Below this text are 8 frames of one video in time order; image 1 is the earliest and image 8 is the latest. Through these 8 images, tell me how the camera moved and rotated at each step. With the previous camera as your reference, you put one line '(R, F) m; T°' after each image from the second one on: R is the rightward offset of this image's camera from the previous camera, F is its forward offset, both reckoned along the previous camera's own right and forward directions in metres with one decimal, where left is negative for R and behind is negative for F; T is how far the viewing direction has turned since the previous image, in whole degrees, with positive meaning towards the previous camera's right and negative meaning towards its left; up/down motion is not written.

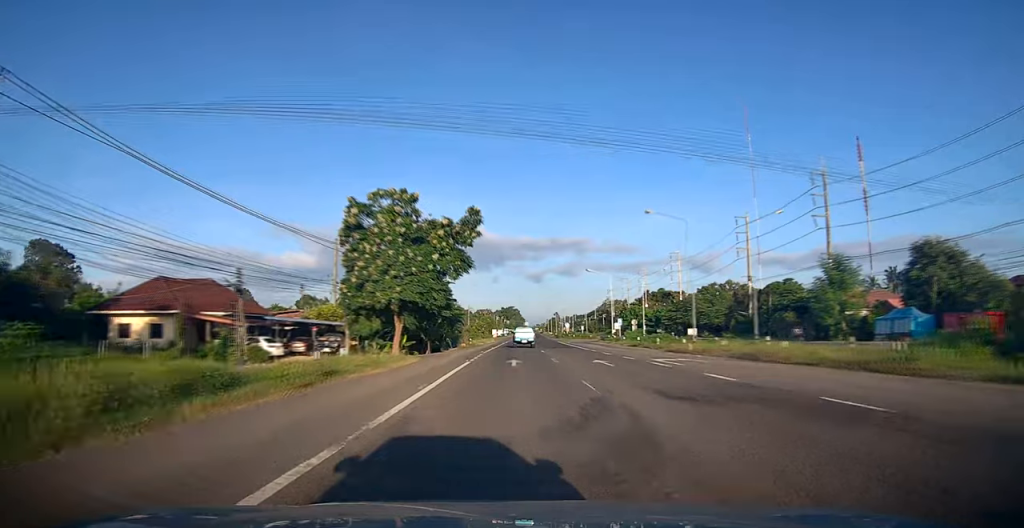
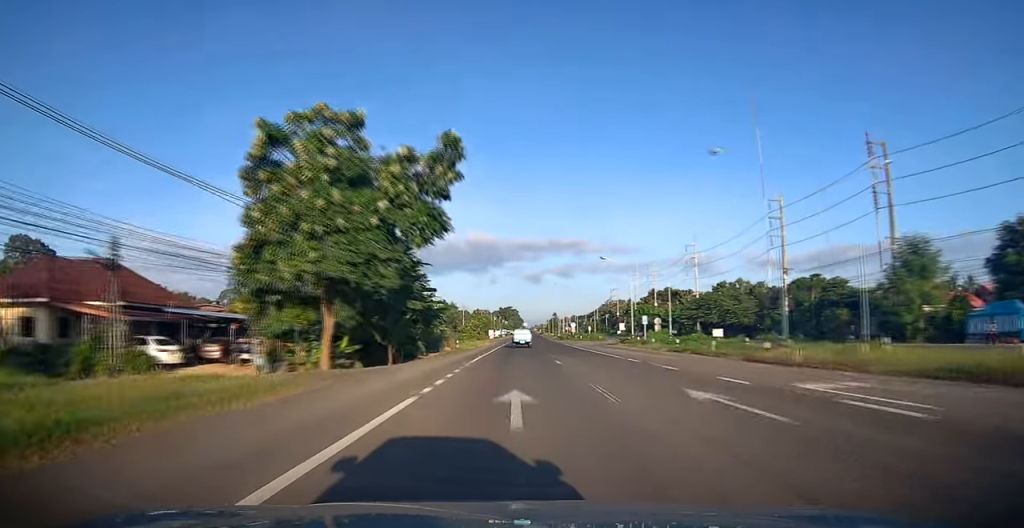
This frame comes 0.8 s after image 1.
(0.0, +12.8) m; 0°
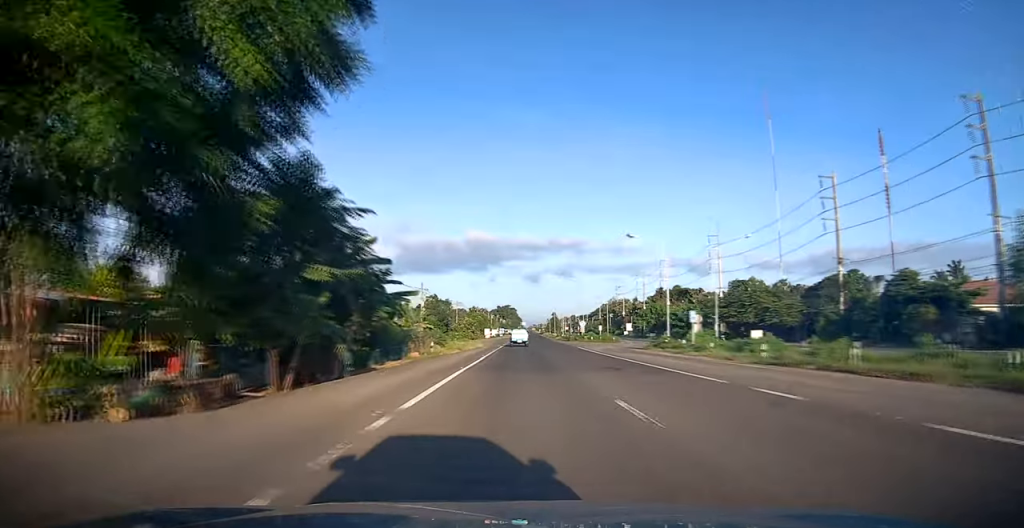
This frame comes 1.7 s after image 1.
(-0.1, +14.2) m; 0°
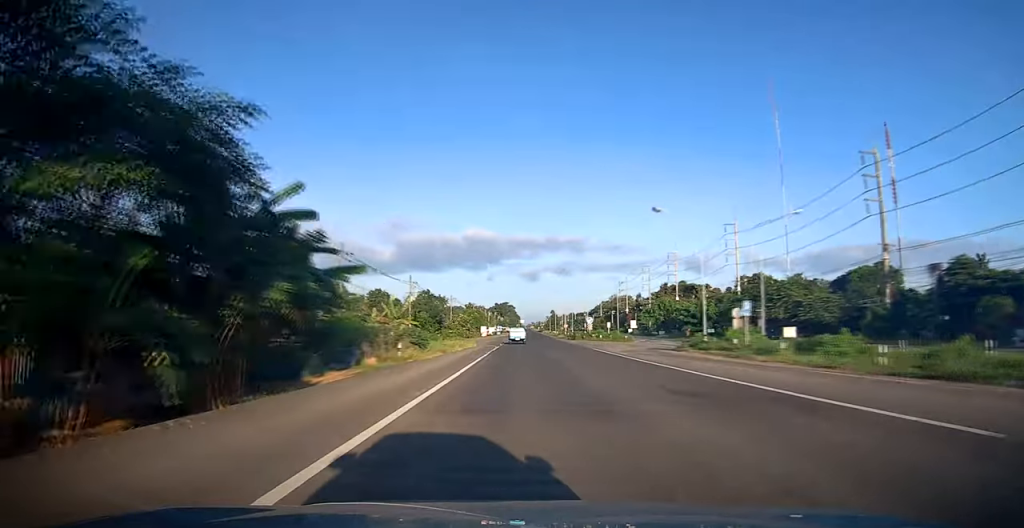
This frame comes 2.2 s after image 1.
(+0.2, +9.1) m; 0°
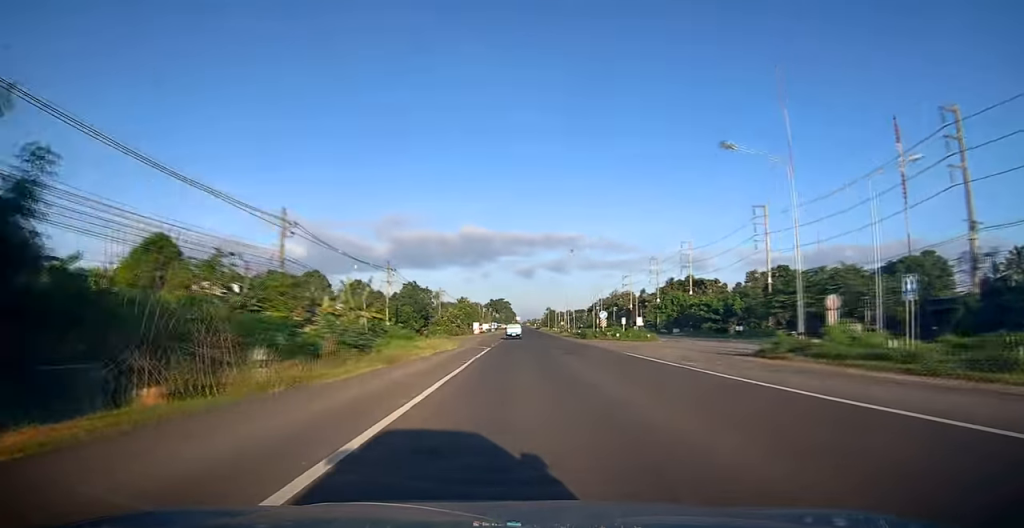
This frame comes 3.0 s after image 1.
(-0.2, +13.1) m; 0°
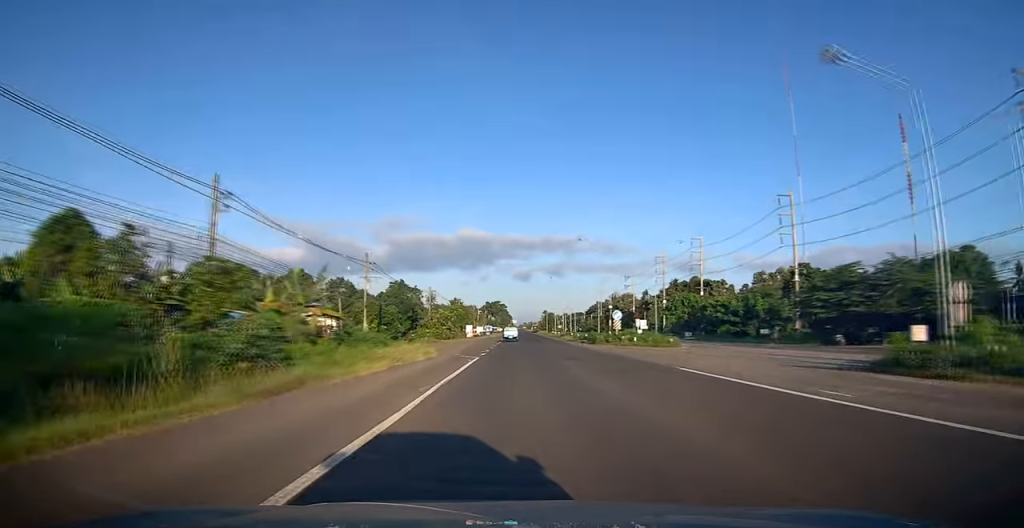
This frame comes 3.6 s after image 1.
(-0.1, +9.2) m; 0°
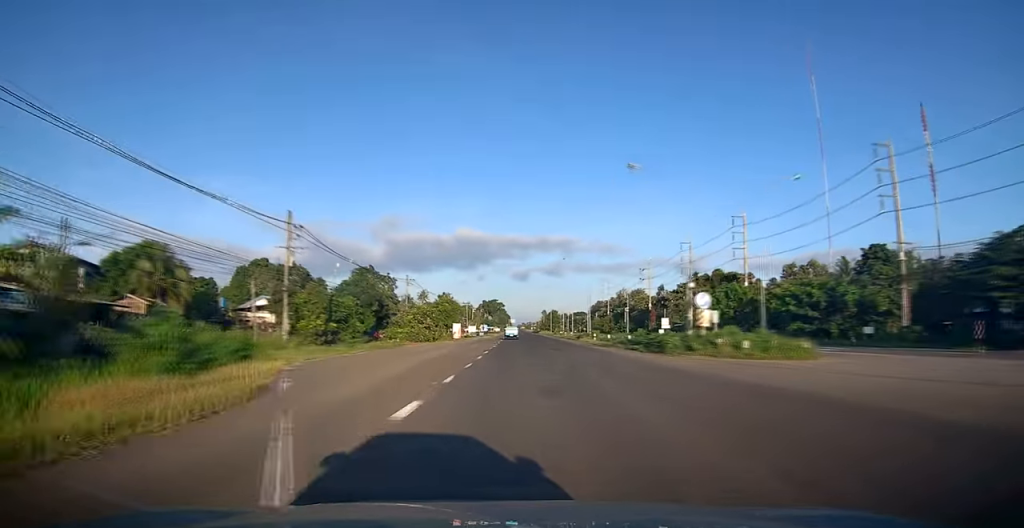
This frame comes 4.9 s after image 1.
(+0.2, +22.1) m; 0°
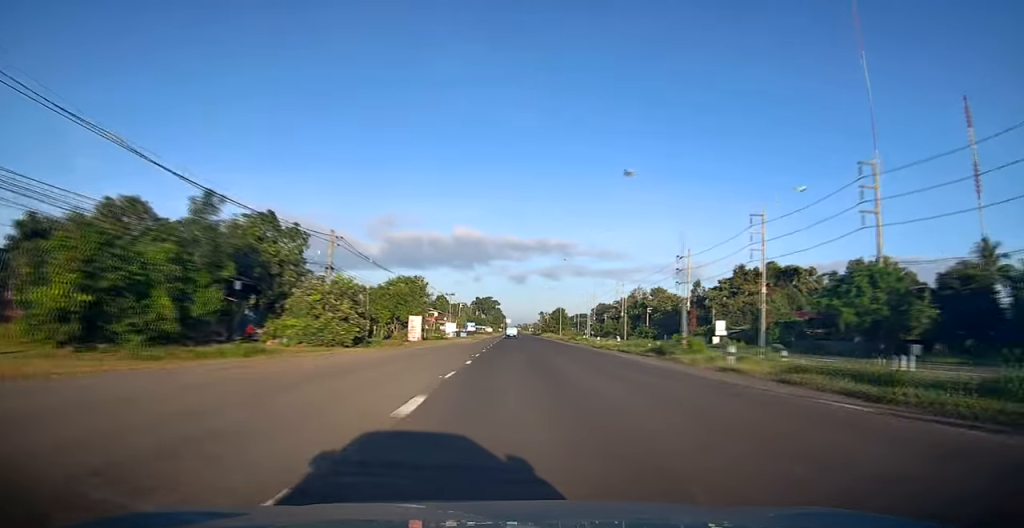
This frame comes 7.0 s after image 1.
(+0.2, +36.1) m; +1°
